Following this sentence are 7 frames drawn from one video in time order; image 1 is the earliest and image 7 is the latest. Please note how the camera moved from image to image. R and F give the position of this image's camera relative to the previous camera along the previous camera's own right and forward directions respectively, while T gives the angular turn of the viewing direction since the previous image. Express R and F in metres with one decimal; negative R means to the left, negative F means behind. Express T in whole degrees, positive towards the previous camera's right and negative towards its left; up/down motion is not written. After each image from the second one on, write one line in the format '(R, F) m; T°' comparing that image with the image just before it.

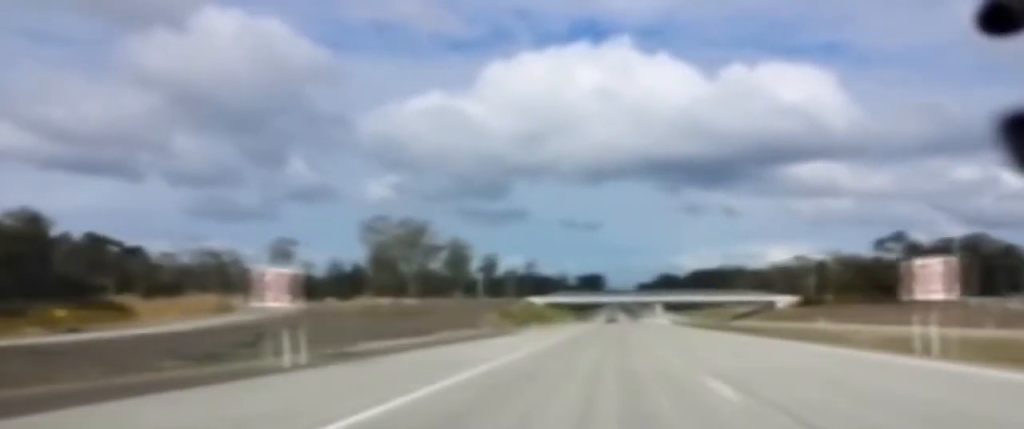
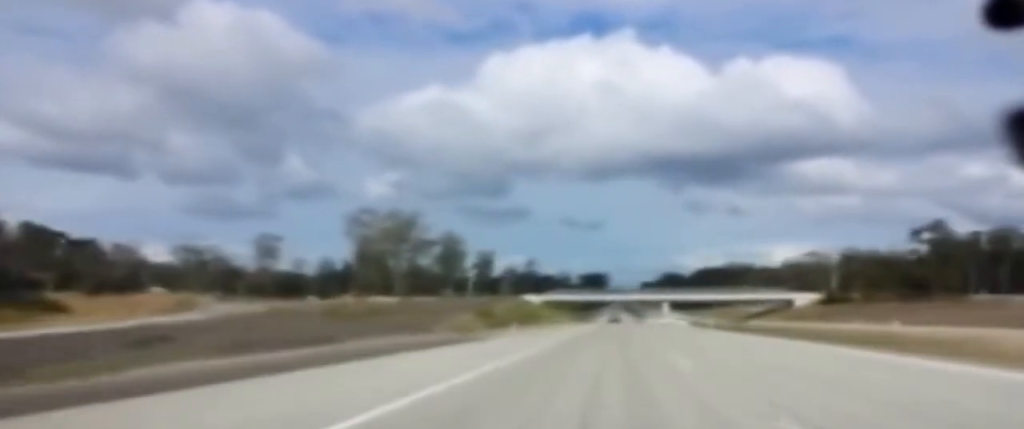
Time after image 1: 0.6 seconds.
(0.0, +18.3) m; 0°
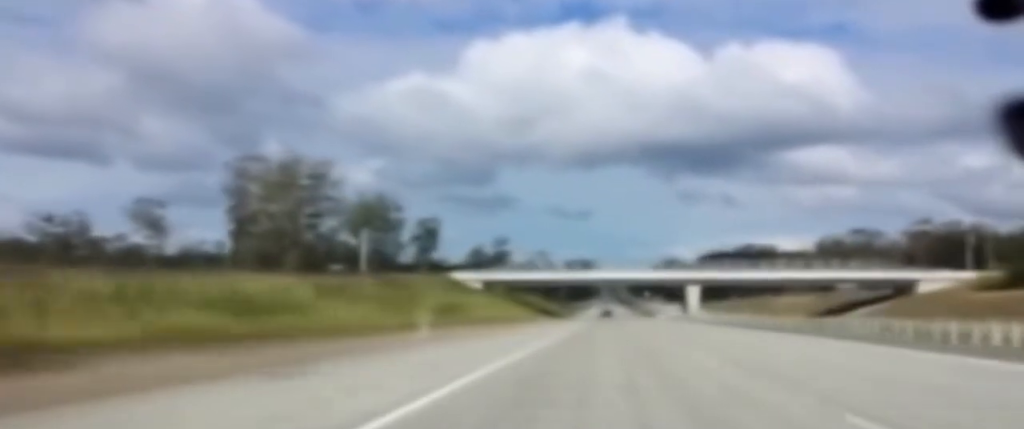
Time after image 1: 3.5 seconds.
(+0.8, +88.4) m; 0°
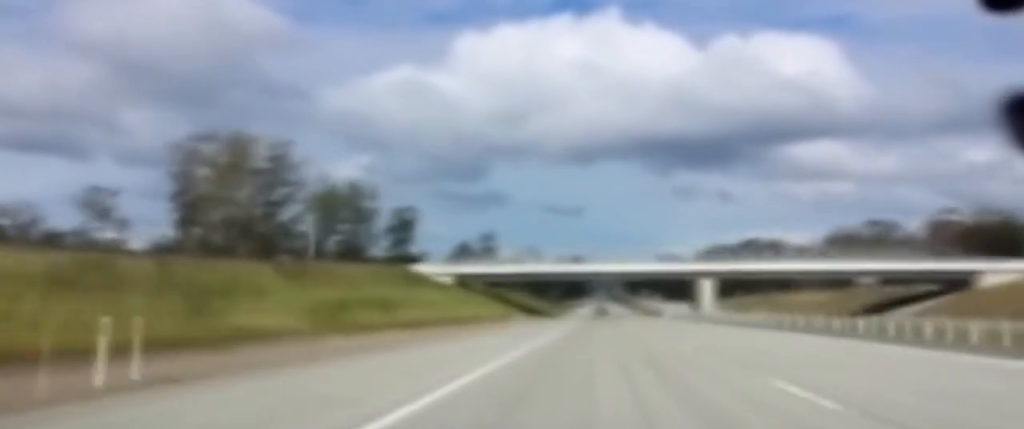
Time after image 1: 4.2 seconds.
(0.0, +20.3) m; 0°
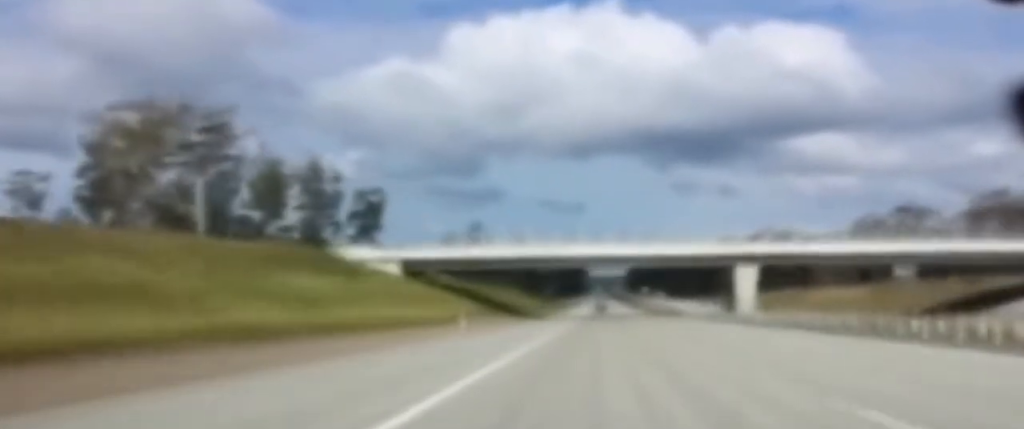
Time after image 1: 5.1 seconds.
(+0.2, +28.4) m; +1°
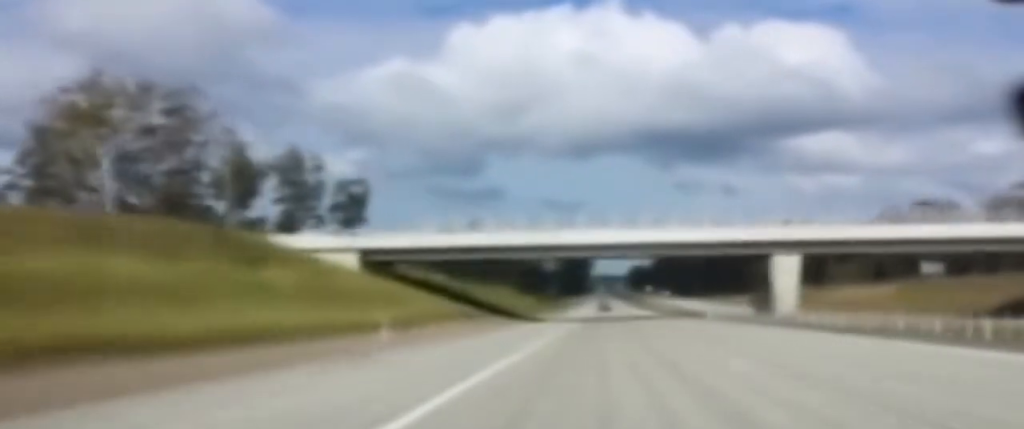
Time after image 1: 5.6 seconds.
(+0.1, +16.2) m; 0°
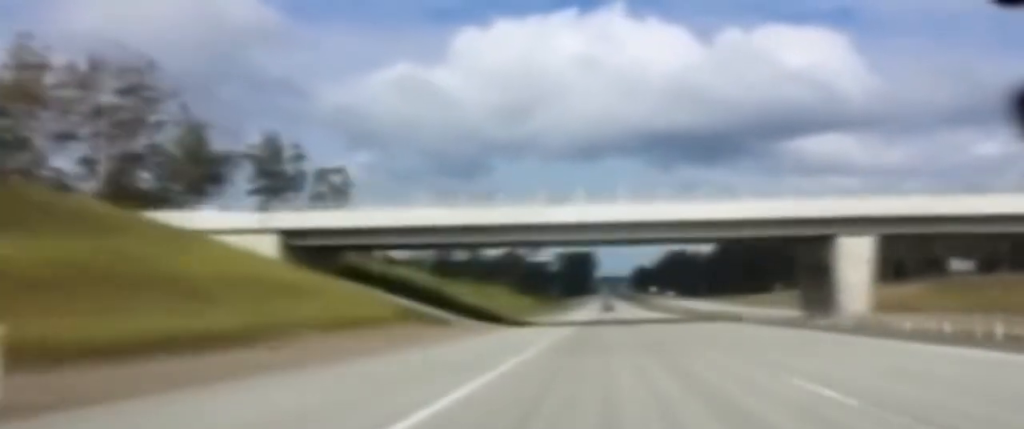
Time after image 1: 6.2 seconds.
(0.0, +18.2) m; 0°
